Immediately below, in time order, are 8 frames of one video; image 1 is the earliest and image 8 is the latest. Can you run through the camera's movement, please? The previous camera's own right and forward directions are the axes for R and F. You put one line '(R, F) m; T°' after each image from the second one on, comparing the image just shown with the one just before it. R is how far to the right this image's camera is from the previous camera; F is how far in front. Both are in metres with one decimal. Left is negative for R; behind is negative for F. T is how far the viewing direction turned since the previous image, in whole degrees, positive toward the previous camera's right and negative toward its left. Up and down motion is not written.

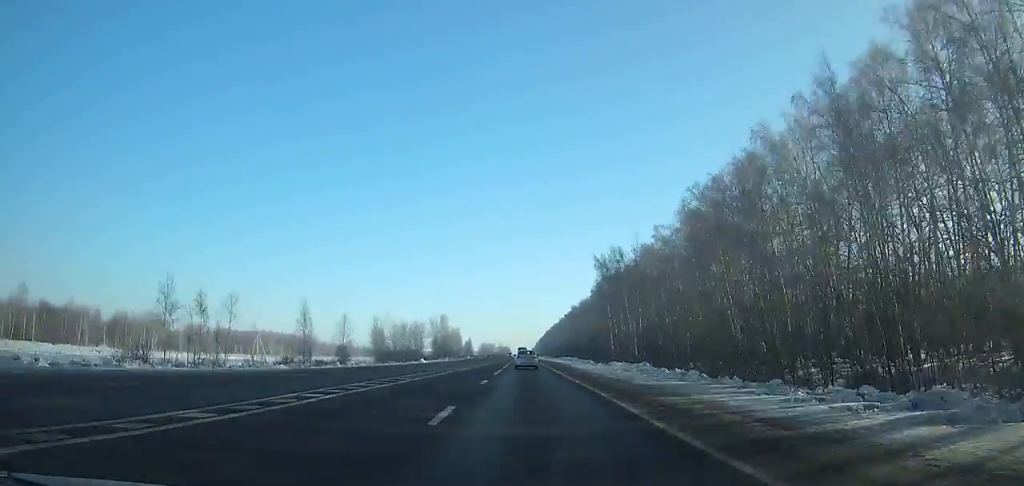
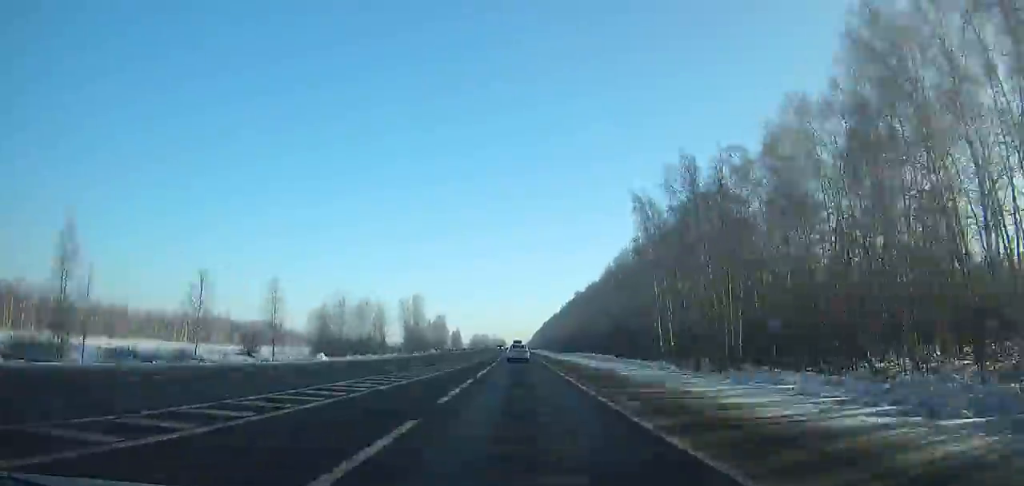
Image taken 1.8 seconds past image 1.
(+0.1, +43.1) m; 0°
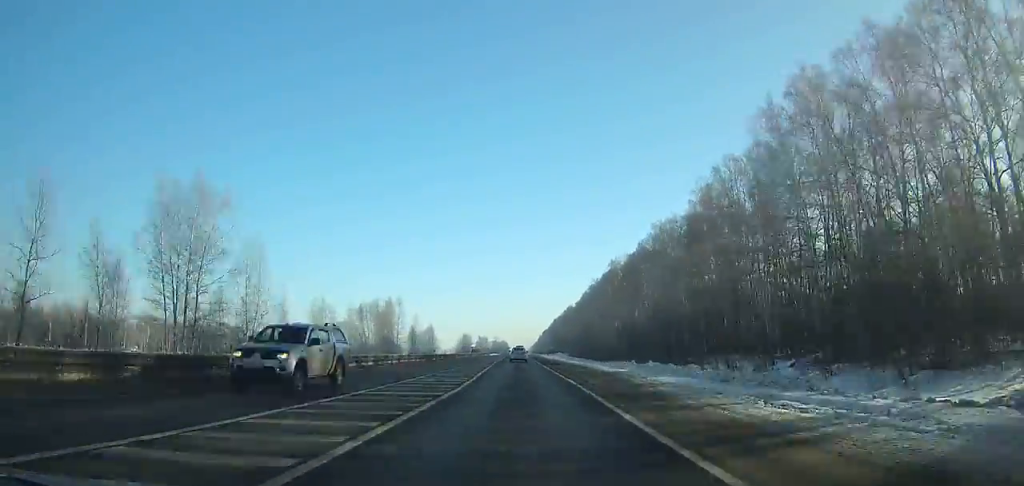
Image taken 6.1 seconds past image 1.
(0.0, +104.8) m; 0°
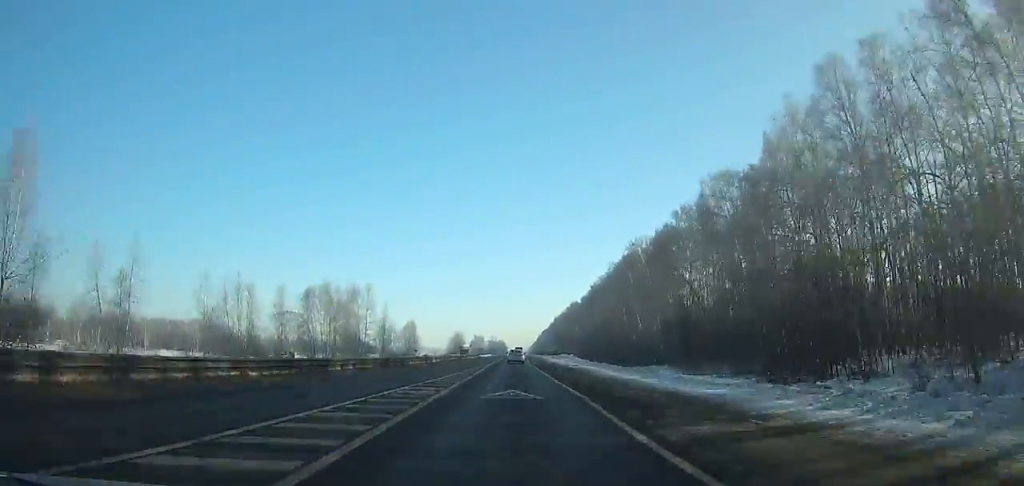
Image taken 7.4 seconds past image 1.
(0.0, +32.1) m; 0°
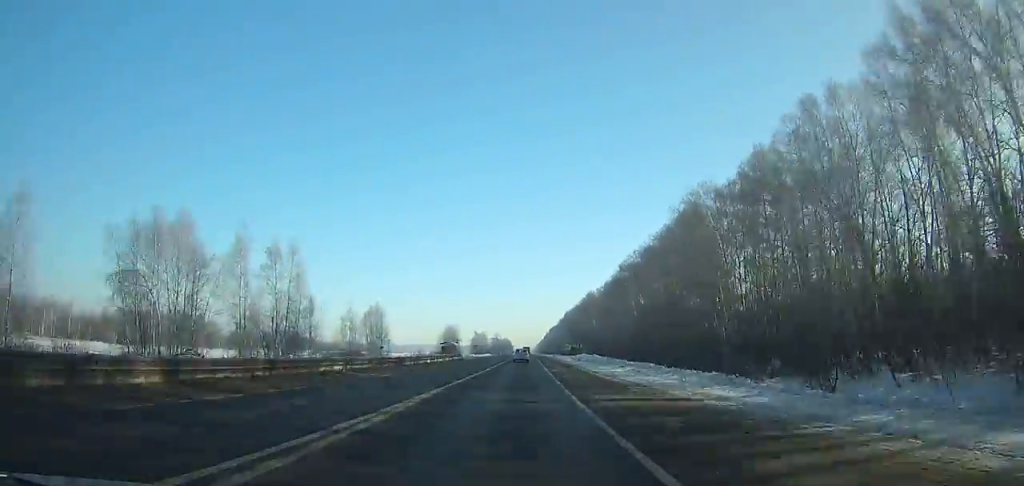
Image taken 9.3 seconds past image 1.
(-0.1, +47.6) m; 0°
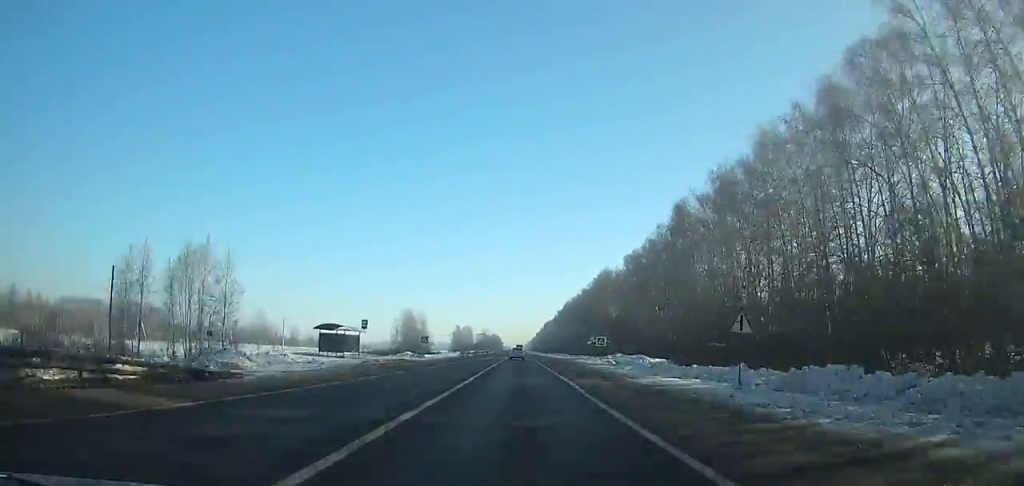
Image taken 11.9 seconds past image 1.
(+0.2, +66.0) m; 0°
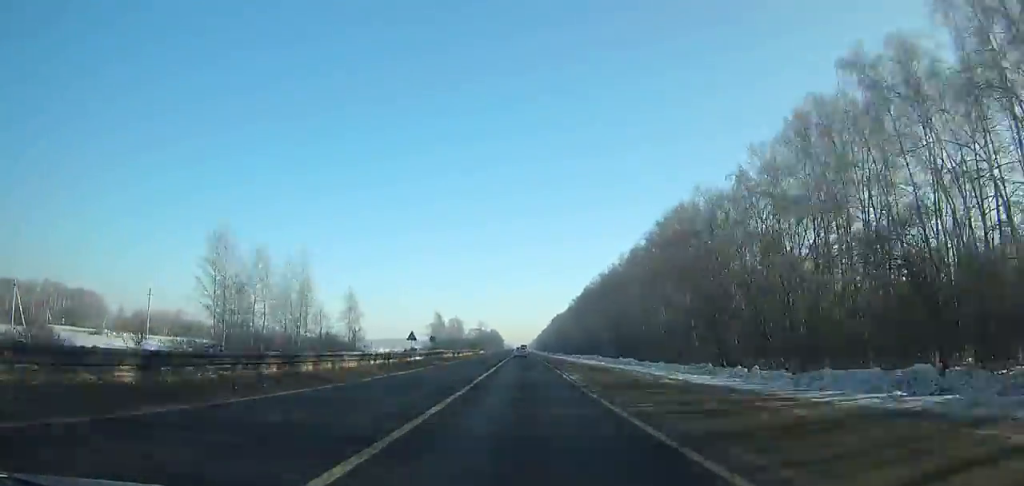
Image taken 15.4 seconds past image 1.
(-0.4, +90.4) m; -1°
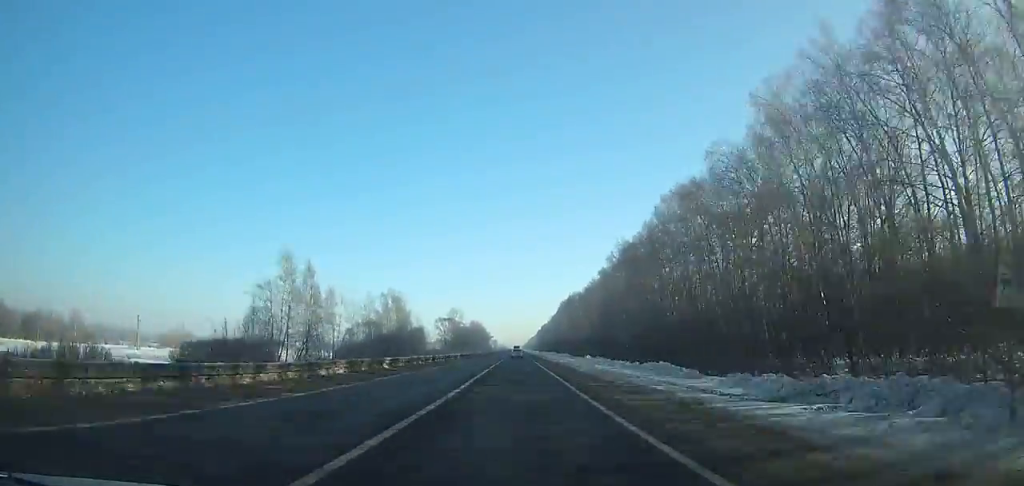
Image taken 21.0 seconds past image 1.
(-0.5, +147.5) m; 0°
